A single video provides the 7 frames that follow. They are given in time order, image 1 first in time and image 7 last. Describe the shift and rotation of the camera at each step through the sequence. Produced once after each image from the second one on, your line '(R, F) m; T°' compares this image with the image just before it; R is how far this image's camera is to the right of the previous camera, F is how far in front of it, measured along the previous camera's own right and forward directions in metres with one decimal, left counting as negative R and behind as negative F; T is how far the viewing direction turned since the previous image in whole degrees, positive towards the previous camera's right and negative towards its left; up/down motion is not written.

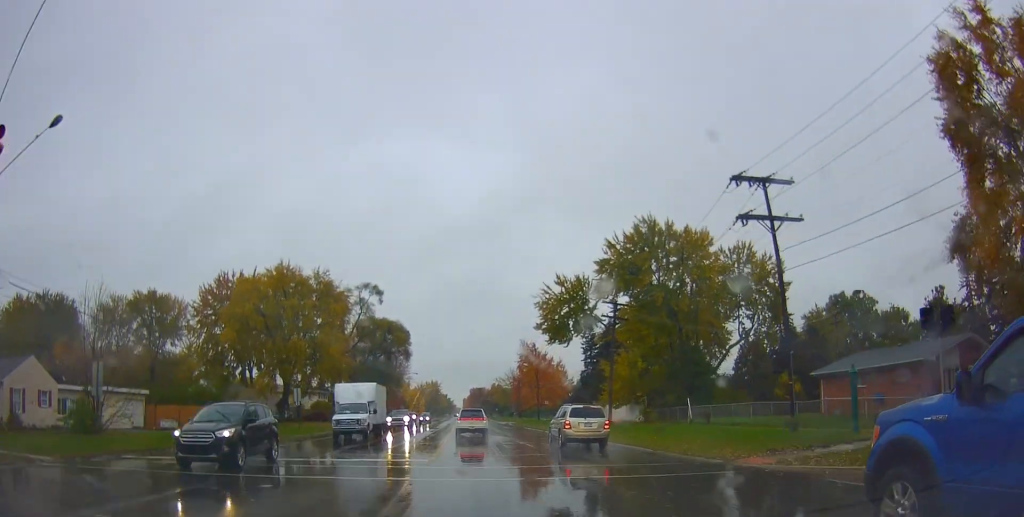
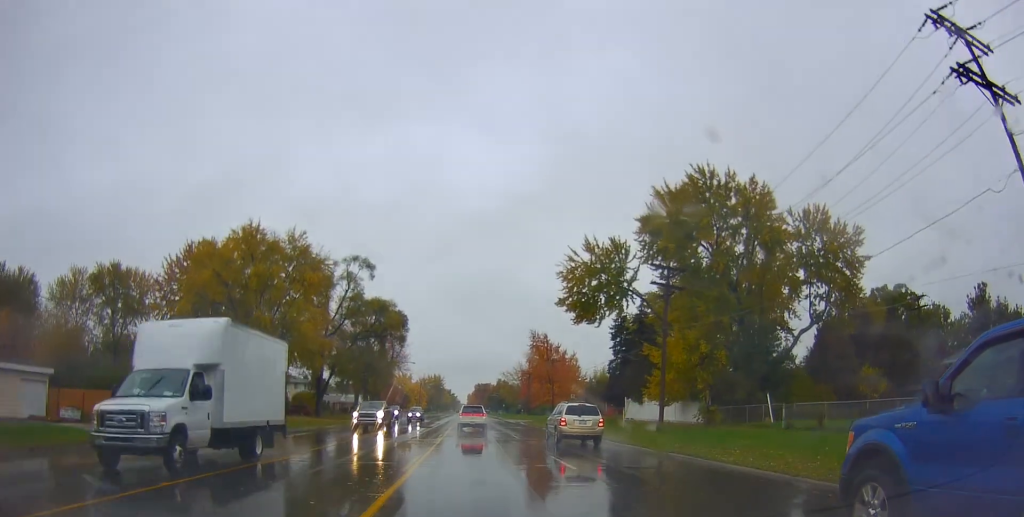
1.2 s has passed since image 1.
(0.0, +13.1) m; +1°
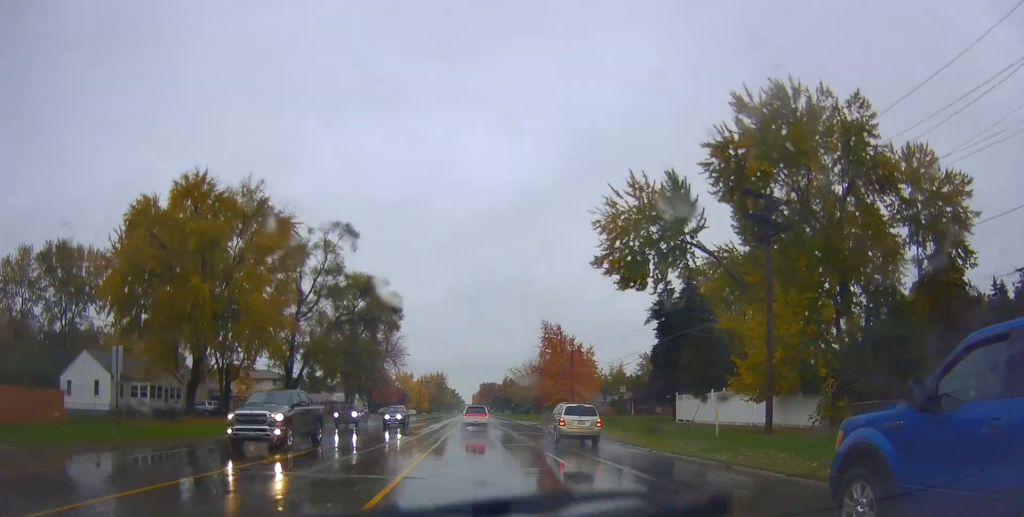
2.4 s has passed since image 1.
(+0.3, +14.3) m; +1°
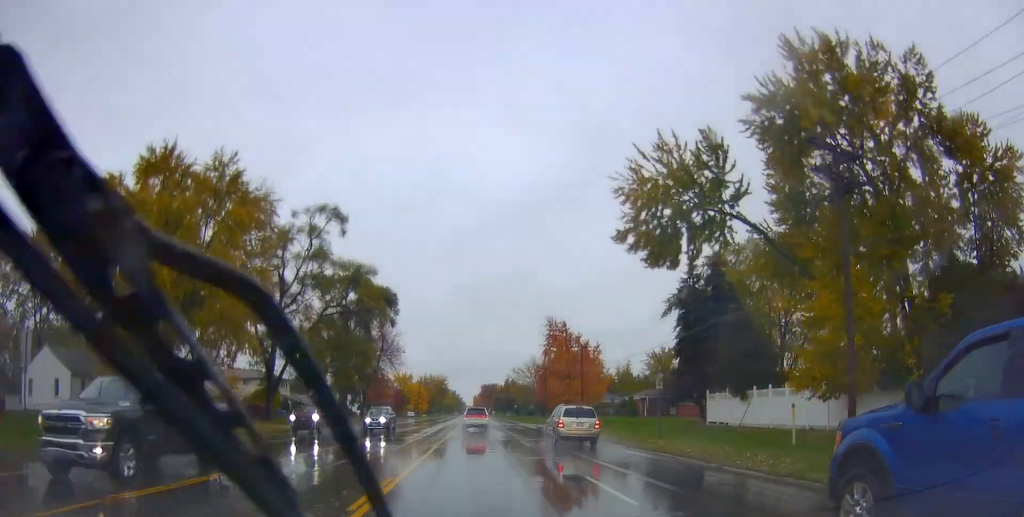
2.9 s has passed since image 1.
(0.0, +6.0) m; 0°
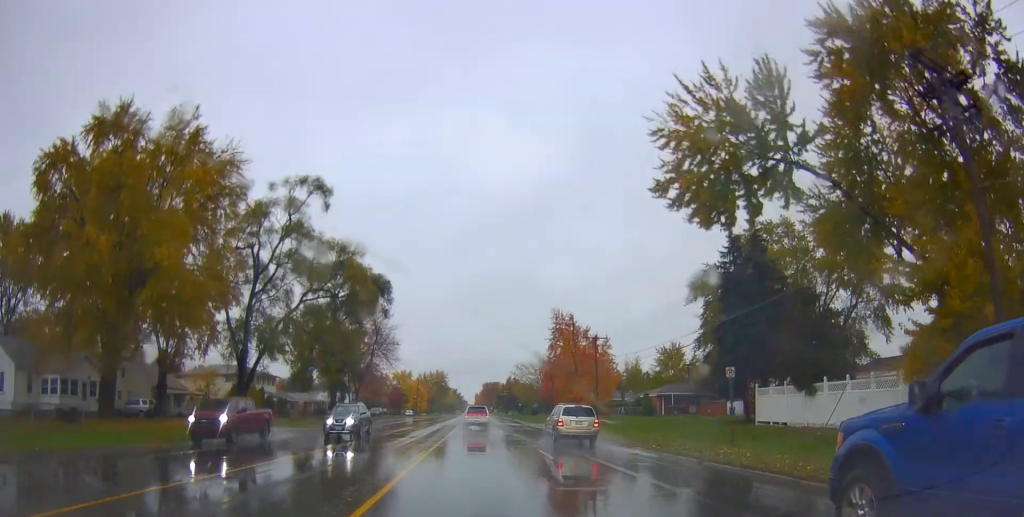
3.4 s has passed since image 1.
(0.0, +7.2) m; 0°
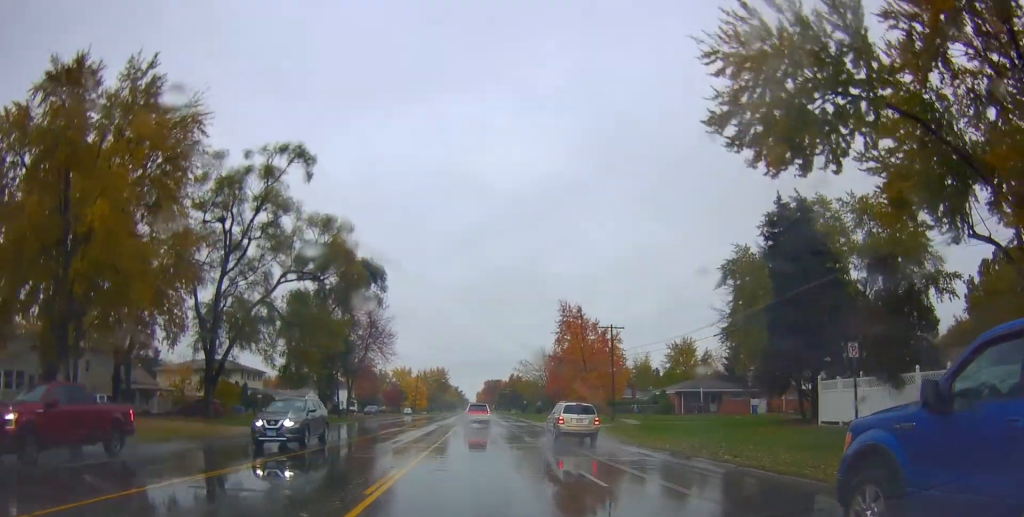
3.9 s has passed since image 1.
(0.0, +6.4) m; 0°
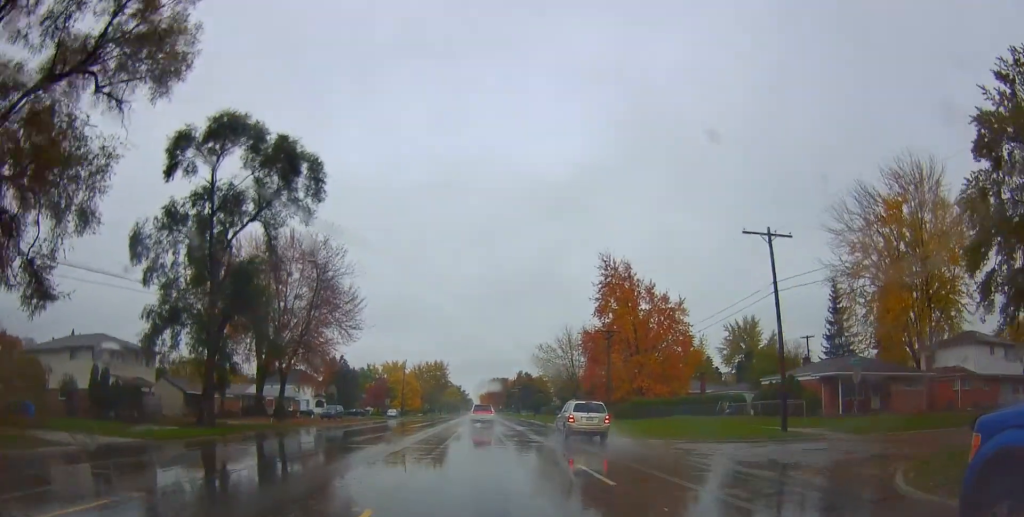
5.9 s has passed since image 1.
(-0.3, +30.7) m; -3°
